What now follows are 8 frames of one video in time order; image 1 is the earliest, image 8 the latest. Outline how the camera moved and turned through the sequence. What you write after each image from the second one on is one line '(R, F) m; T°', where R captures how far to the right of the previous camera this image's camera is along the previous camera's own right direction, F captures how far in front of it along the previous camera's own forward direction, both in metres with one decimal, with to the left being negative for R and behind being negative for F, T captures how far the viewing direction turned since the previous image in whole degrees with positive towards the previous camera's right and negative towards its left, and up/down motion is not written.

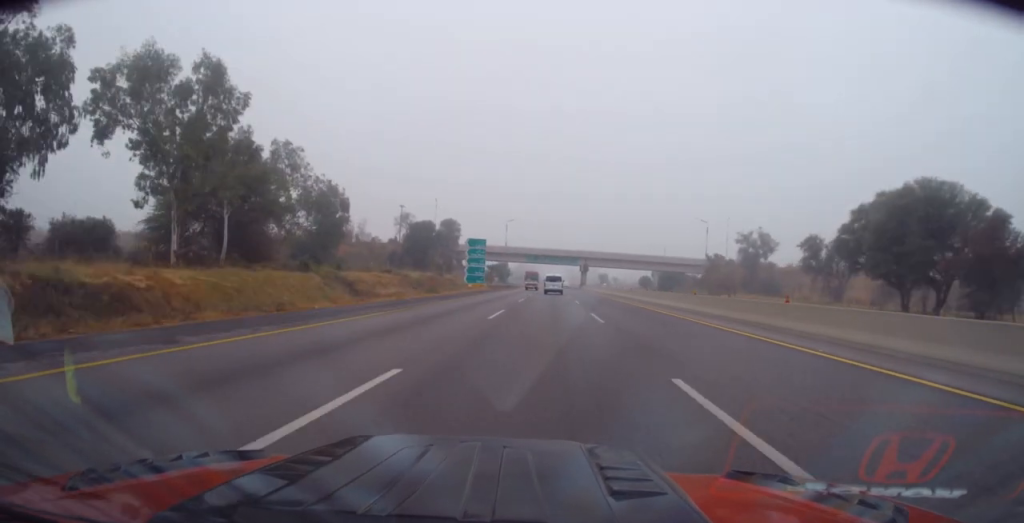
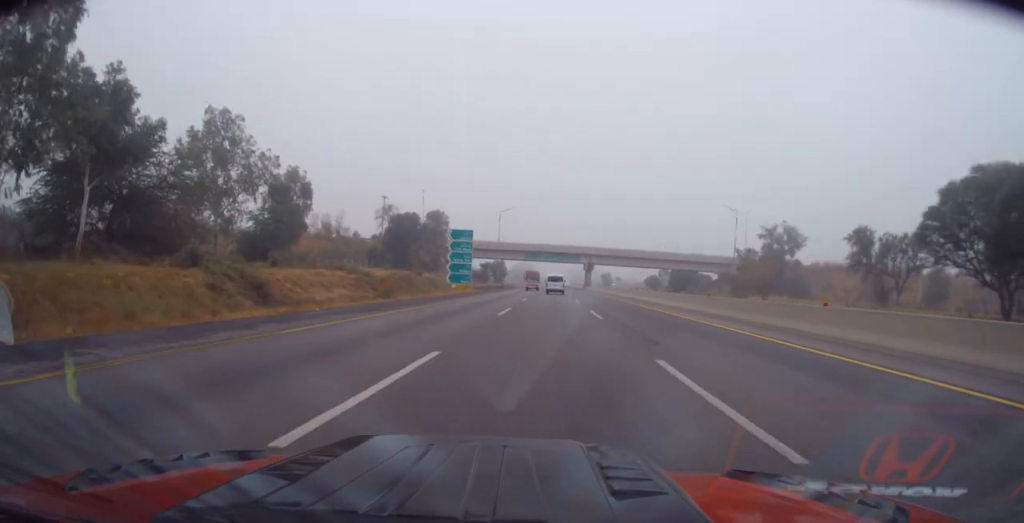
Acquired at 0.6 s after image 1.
(+0.3, +15.8) m; 0°
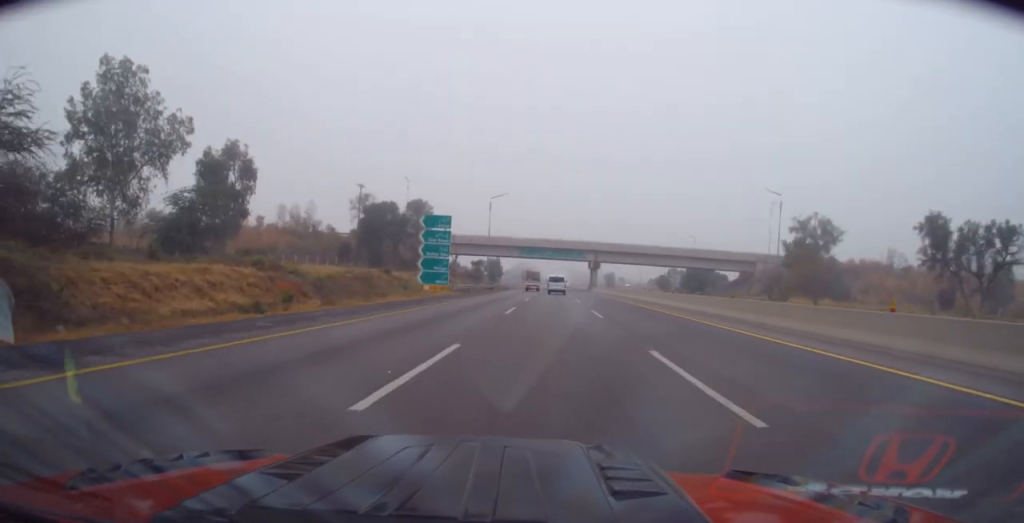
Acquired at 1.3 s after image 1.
(0.0, +16.7) m; 0°
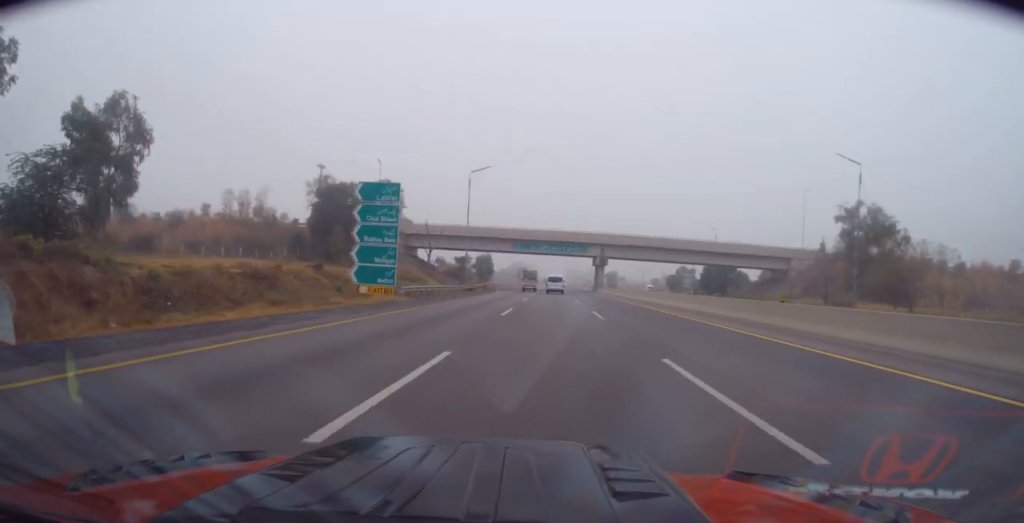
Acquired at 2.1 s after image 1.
(-0.3, +19.2) m; +1°
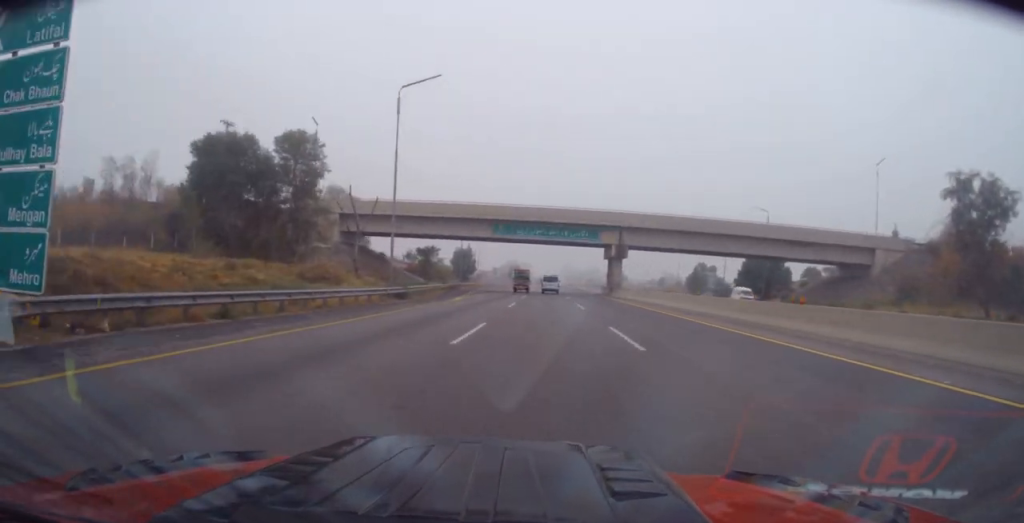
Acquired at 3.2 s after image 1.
(+0.9, +28.3) m; +1°
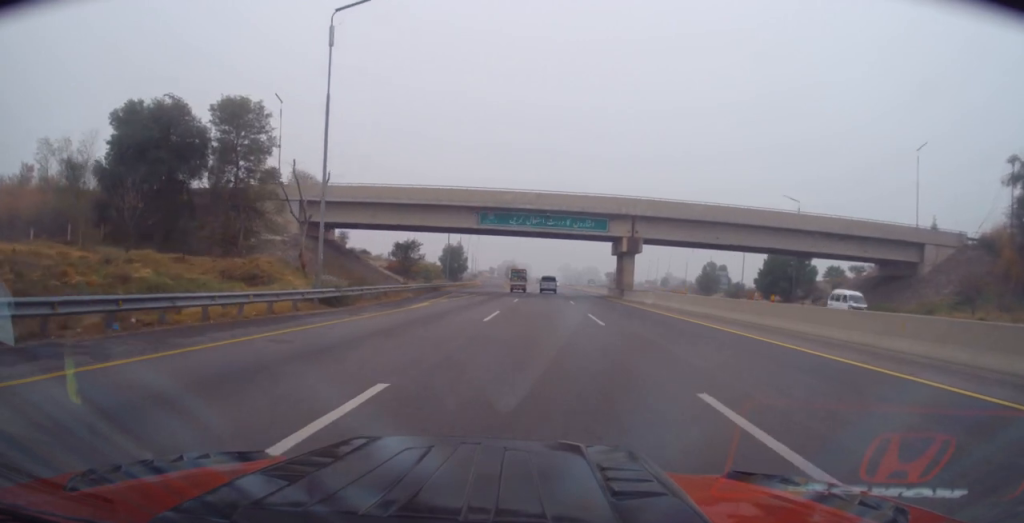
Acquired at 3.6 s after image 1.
(-0.2, +10.9) m; -1°
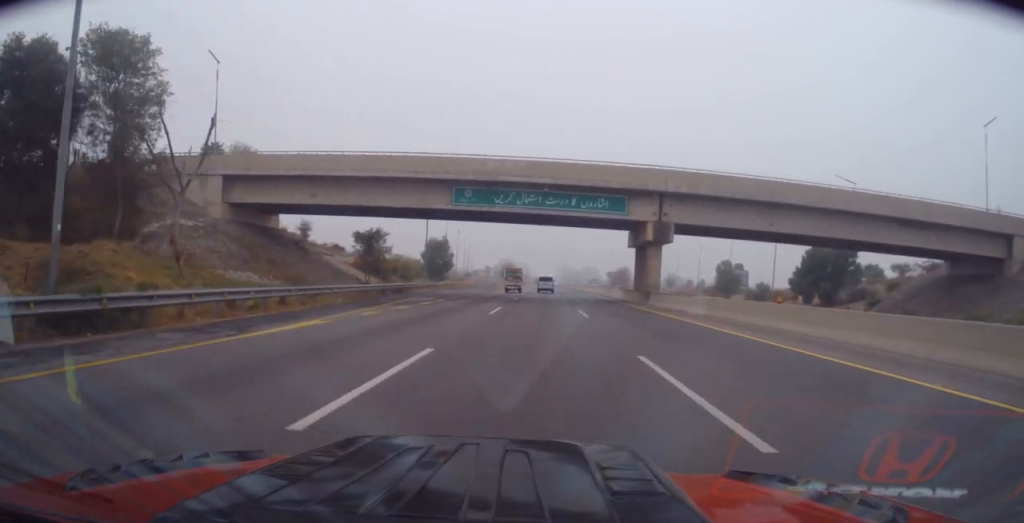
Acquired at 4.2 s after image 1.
(-0.1, +14.3) m; -1°
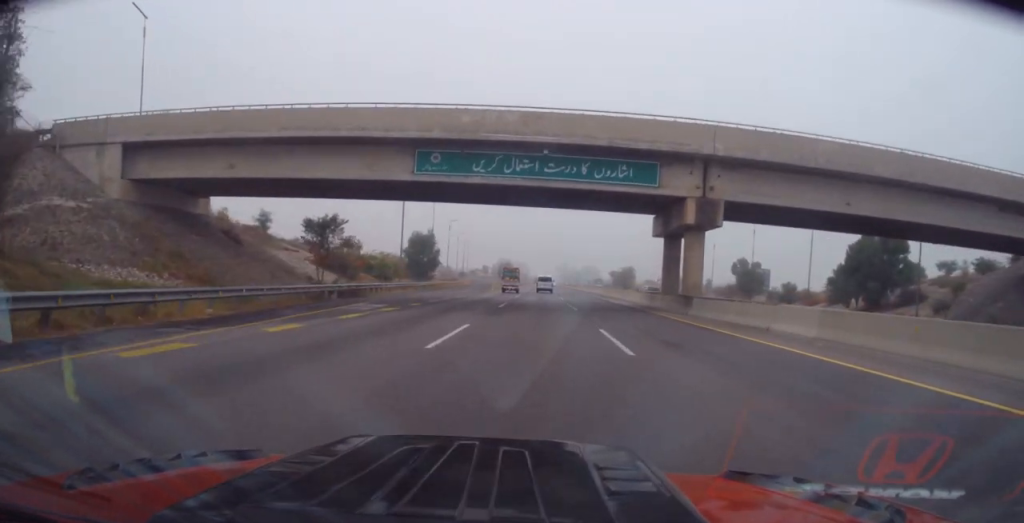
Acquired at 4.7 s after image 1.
(0.0, +11.7) m; 0°
